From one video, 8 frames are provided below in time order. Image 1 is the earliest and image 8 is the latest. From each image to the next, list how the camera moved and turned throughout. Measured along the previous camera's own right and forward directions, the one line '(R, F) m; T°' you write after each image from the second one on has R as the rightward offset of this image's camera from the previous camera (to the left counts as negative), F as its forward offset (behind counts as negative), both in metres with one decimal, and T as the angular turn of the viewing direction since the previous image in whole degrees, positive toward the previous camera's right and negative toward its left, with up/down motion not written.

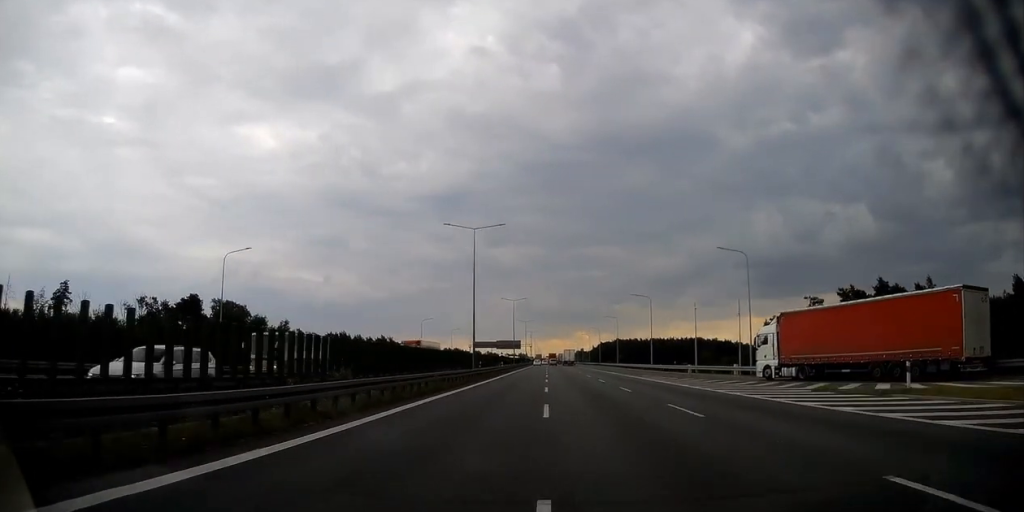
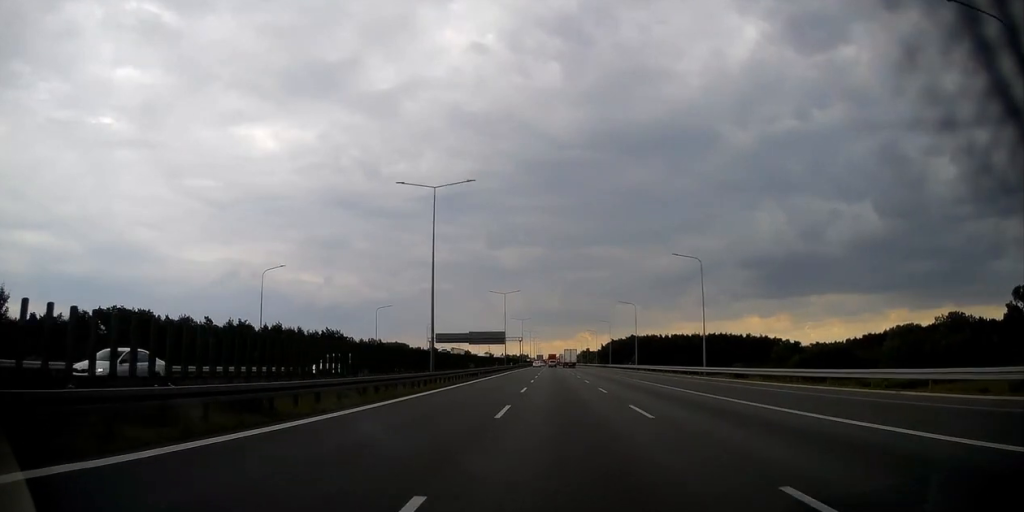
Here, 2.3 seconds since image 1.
(-0.9, +71.3) m; -1°
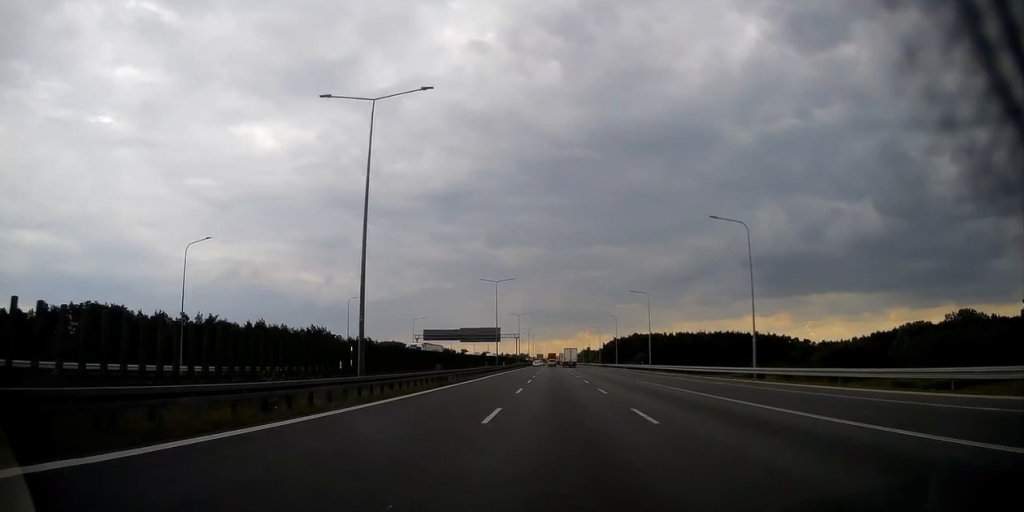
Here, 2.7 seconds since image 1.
(+0.1, +13.4) m; 0°
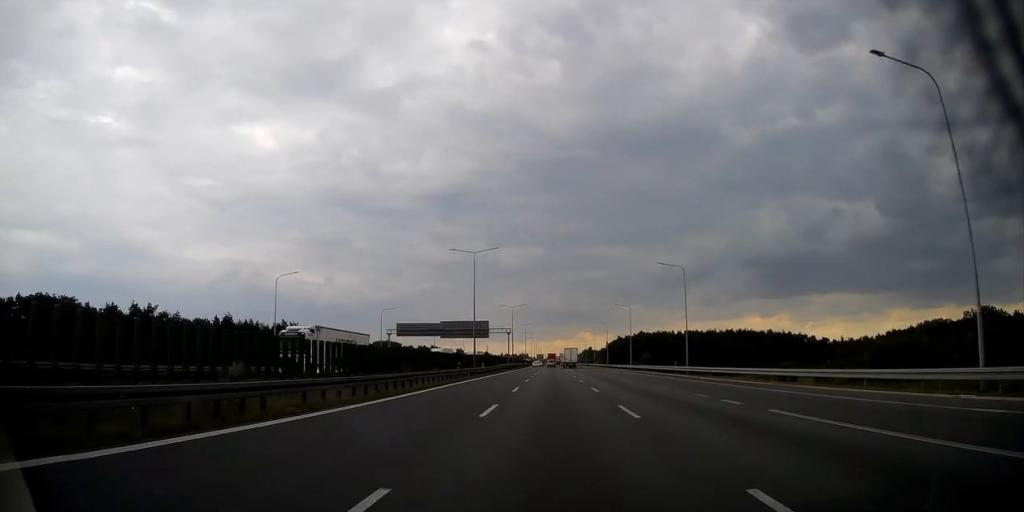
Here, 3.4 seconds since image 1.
(-0.2, +22.3) m; 0°
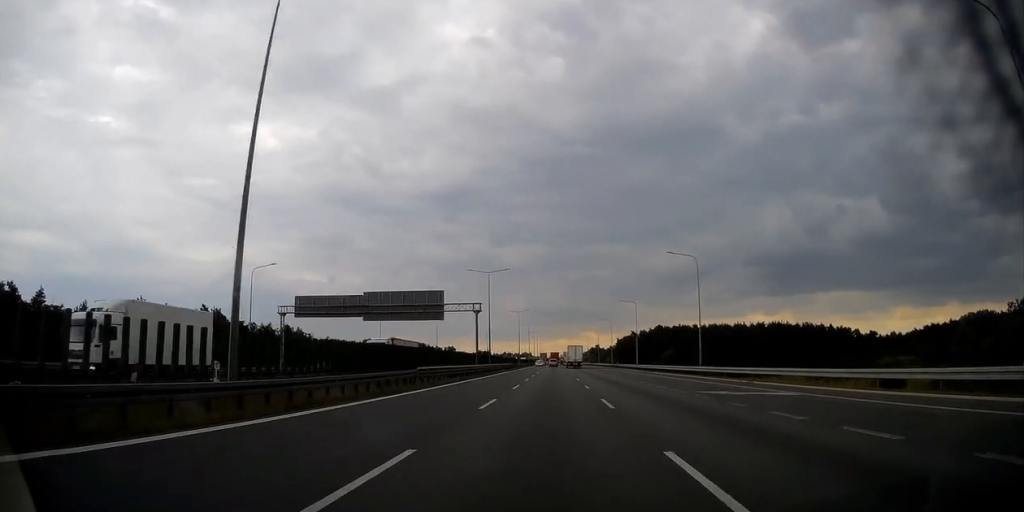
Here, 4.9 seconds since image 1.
(+0.2, +45.1) m; 0°
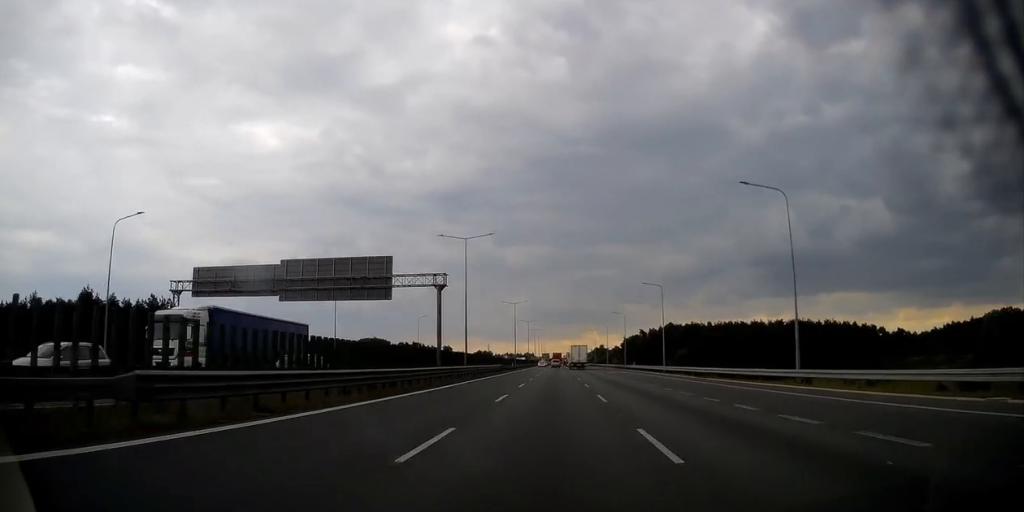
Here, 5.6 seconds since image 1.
(-0.2, +20.6) m; -1°
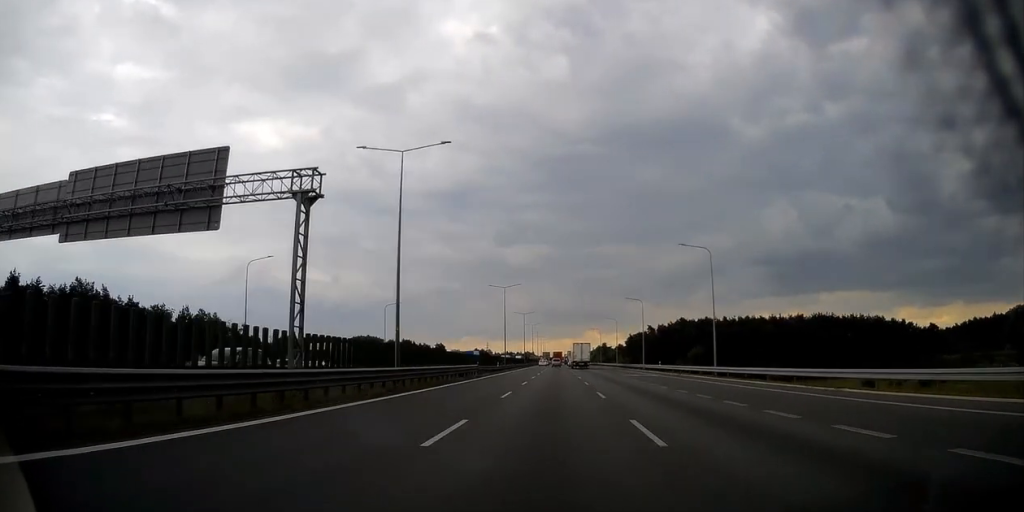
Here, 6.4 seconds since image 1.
(-0.1, +22.5) m; 0°
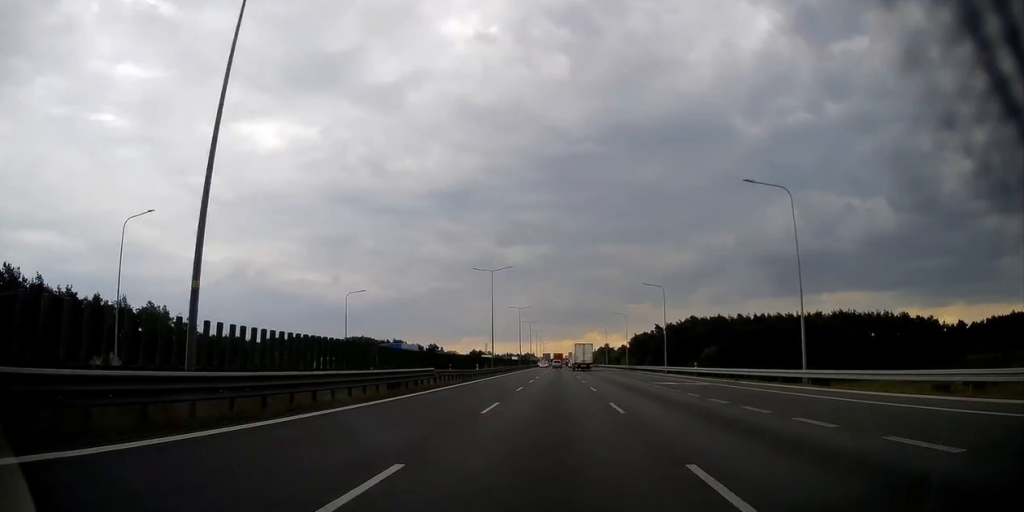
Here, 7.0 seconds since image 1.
(0.0, +17.5) m; 0°
